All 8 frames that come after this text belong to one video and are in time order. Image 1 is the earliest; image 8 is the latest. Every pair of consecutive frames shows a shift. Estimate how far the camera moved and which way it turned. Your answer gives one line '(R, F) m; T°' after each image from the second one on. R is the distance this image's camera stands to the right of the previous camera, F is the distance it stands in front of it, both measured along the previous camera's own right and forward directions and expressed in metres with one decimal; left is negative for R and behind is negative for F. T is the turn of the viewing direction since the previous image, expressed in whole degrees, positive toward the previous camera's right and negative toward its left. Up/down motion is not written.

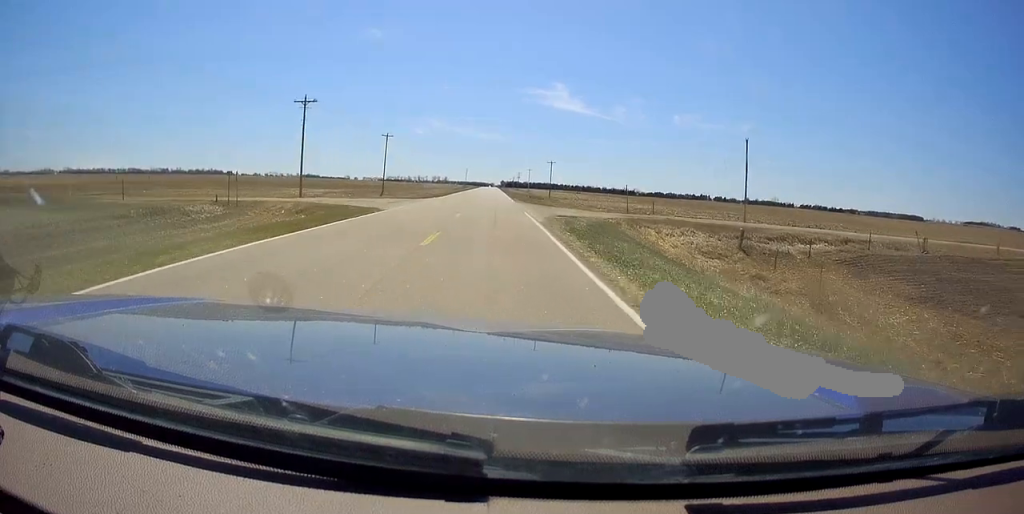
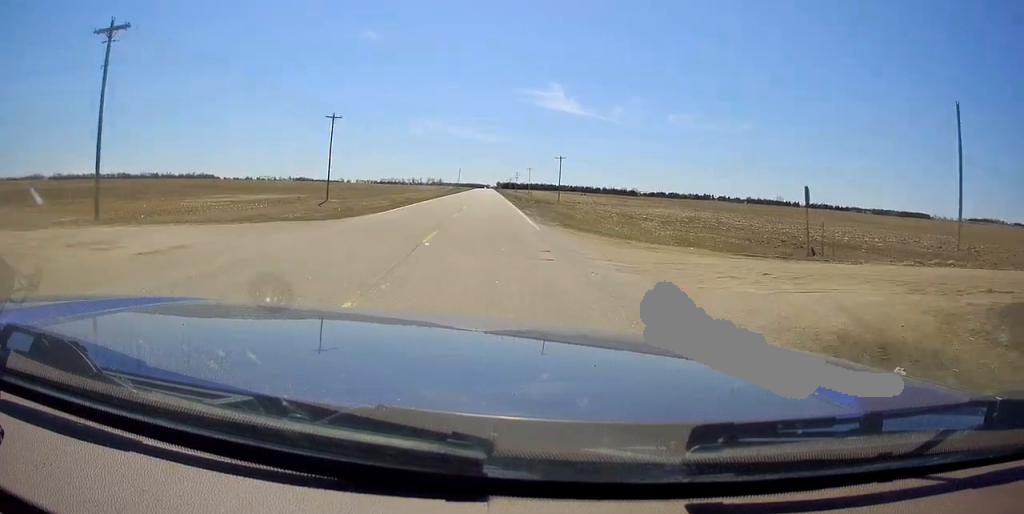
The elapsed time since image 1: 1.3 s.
(-0.9, +28.6) m; +1°
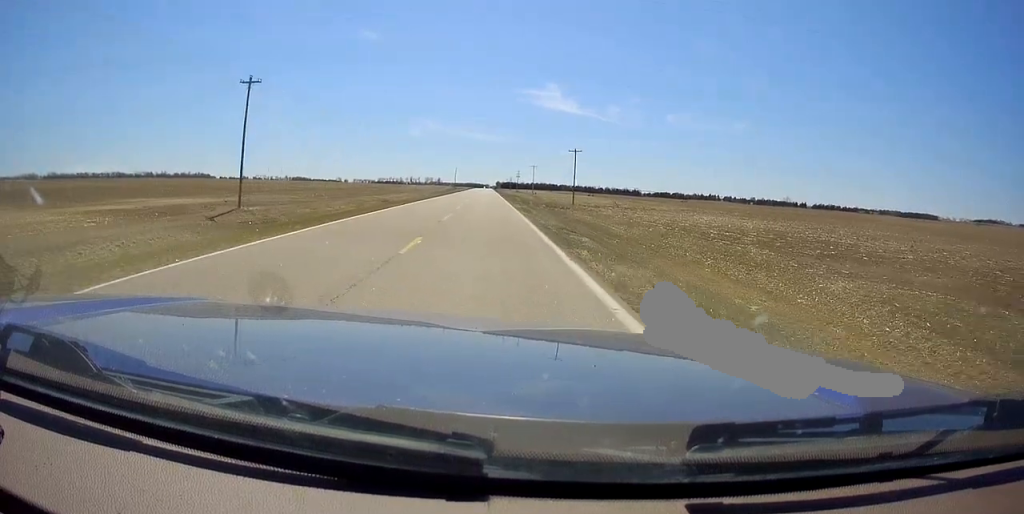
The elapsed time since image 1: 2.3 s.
(+0.9, +21.6) m; +3°
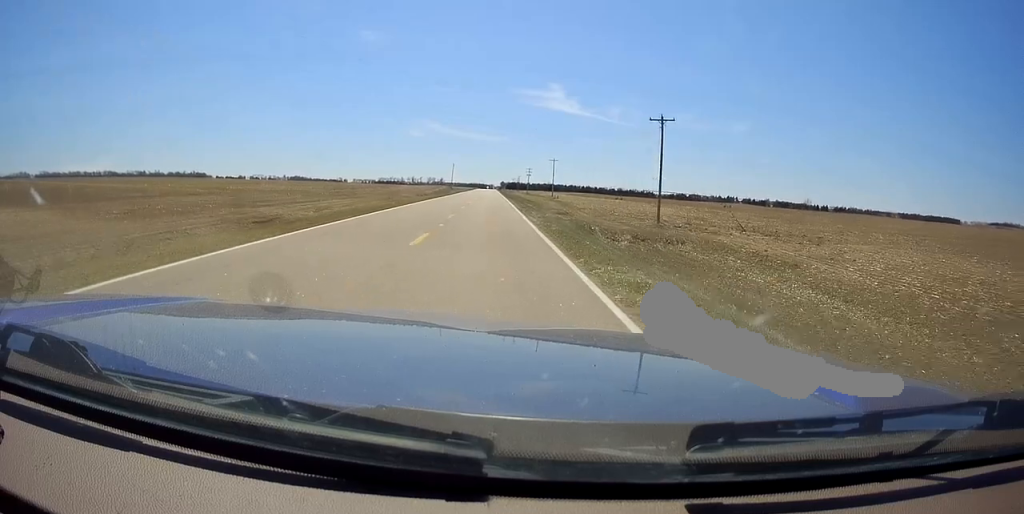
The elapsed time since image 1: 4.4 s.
(-1.3, +49.7) m; -5°
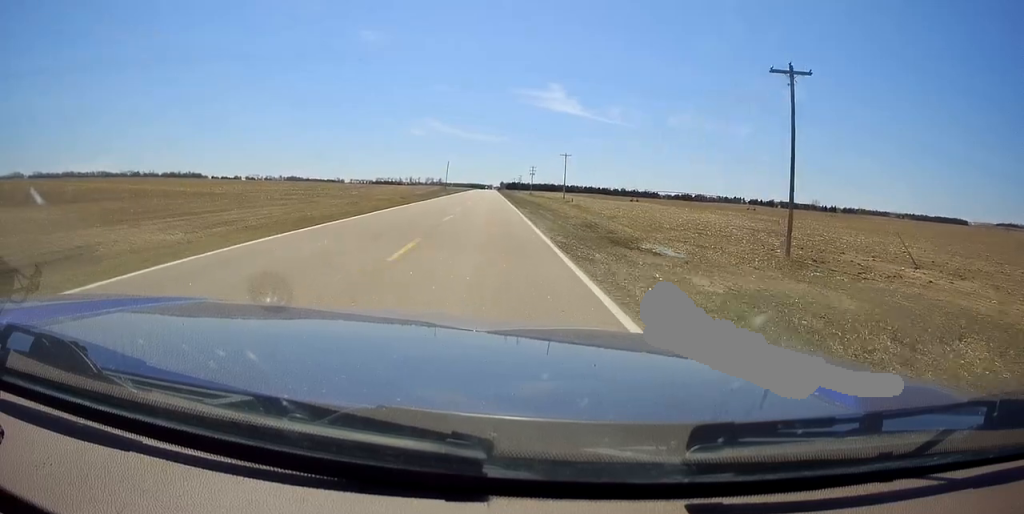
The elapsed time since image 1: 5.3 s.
(-0.5, +25.1) m; +1°
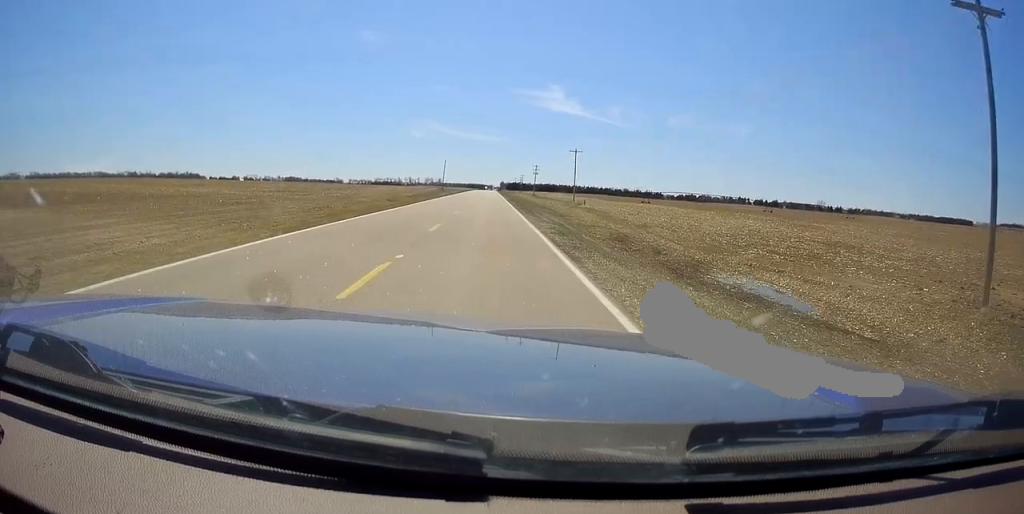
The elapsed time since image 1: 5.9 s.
(0.0, +14.8) m; +2°
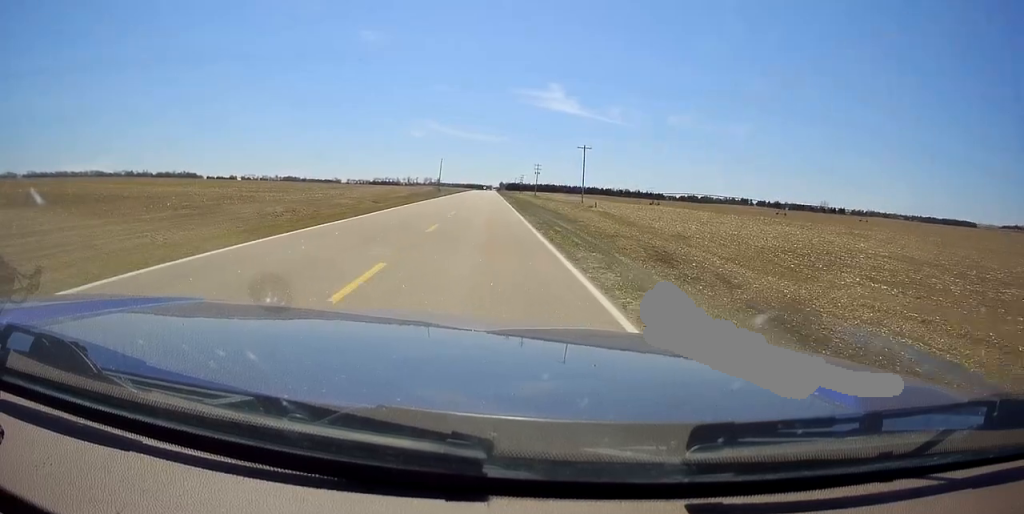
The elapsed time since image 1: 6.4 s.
(+0.6, +11.4) m; +1°
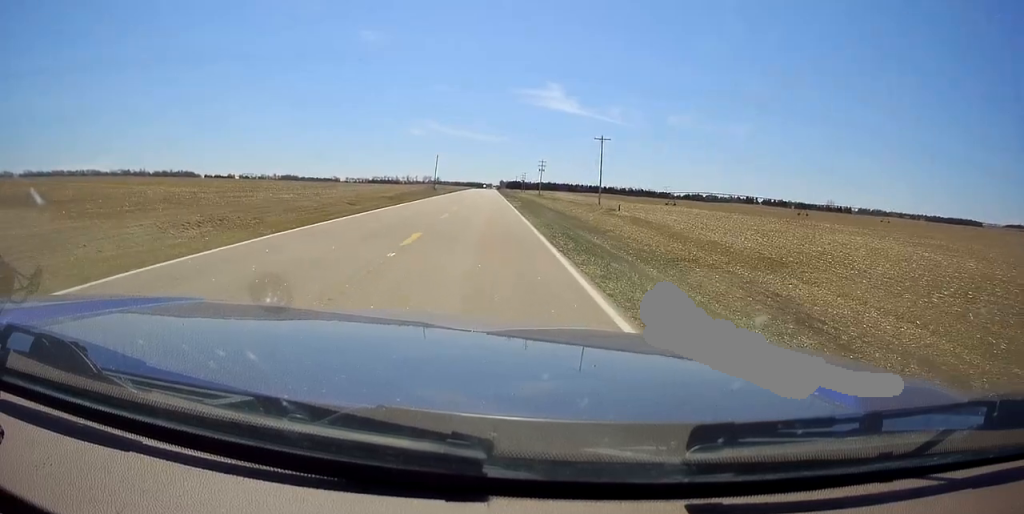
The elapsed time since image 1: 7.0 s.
(+0.4, +15.9) m; 0°
